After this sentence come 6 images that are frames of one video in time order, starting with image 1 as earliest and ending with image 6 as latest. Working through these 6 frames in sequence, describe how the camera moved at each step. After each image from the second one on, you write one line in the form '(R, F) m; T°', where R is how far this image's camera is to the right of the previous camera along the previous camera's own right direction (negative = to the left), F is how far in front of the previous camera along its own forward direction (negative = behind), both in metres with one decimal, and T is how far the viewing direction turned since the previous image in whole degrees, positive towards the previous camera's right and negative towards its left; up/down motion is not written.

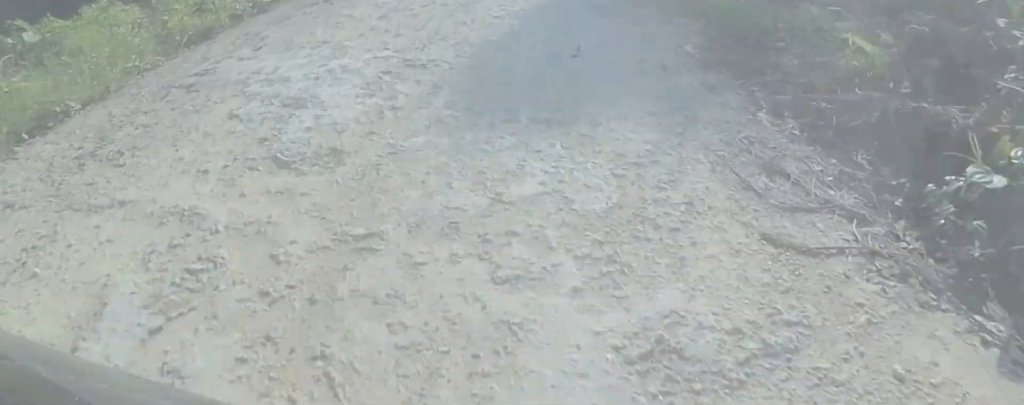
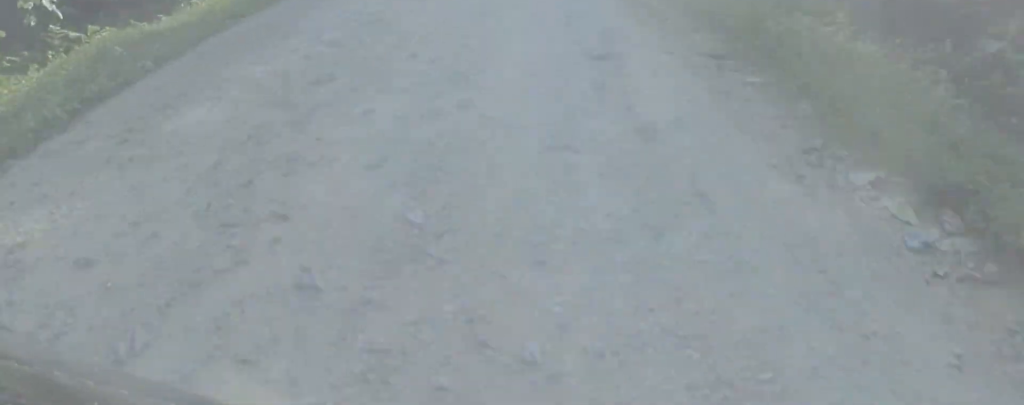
(-0.9, +13.4) m; -4°
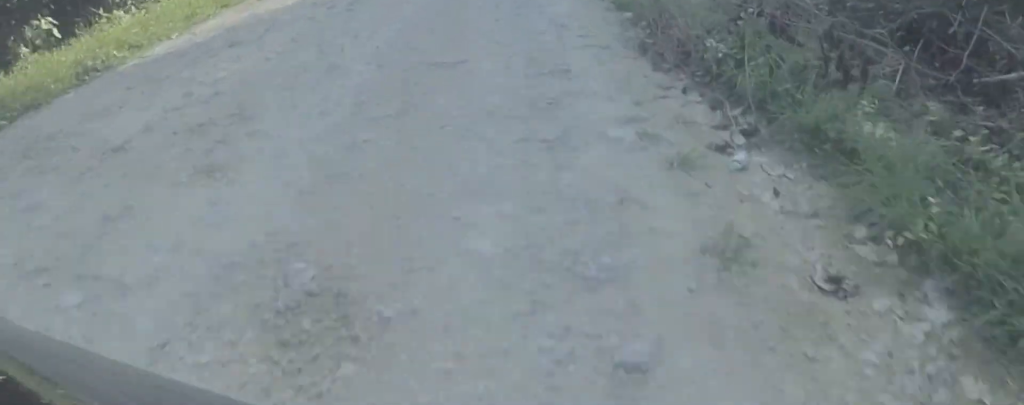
(0.0, +6.8) m; 0°
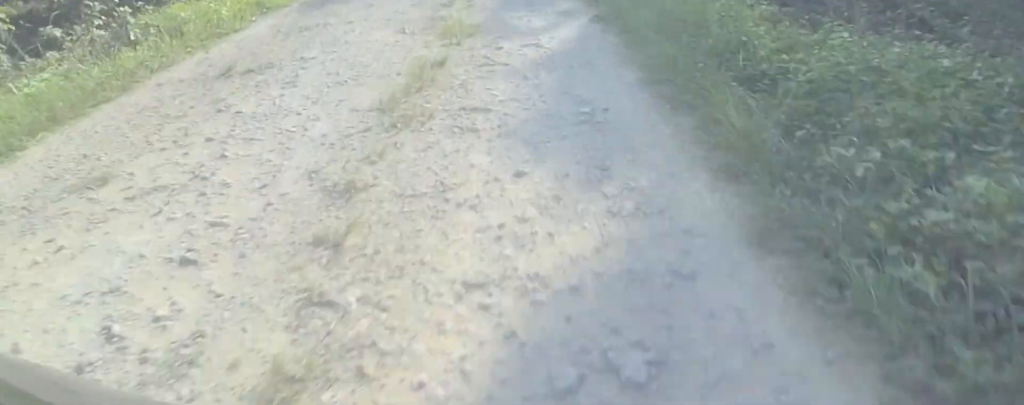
(0.0, +18.3) m; 0°
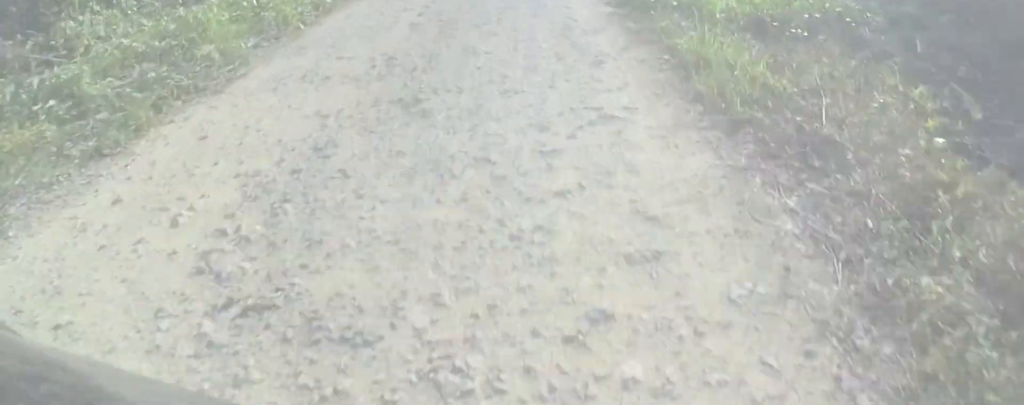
(0.0, +17.4) m; 0°
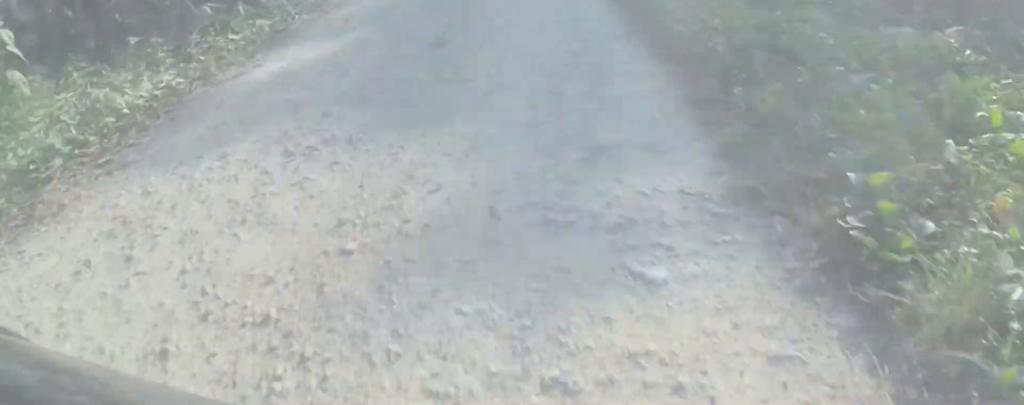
(0.0, +5.3) m; 0°
